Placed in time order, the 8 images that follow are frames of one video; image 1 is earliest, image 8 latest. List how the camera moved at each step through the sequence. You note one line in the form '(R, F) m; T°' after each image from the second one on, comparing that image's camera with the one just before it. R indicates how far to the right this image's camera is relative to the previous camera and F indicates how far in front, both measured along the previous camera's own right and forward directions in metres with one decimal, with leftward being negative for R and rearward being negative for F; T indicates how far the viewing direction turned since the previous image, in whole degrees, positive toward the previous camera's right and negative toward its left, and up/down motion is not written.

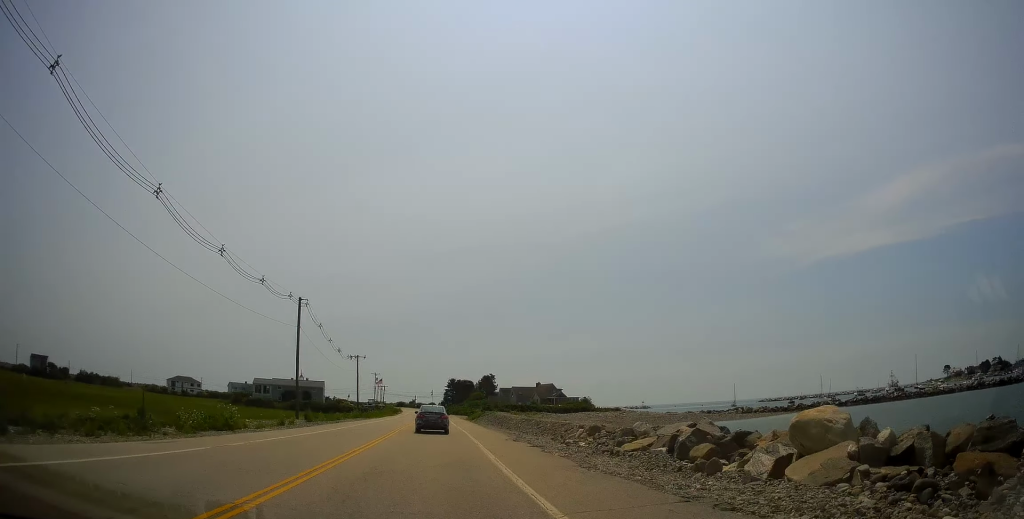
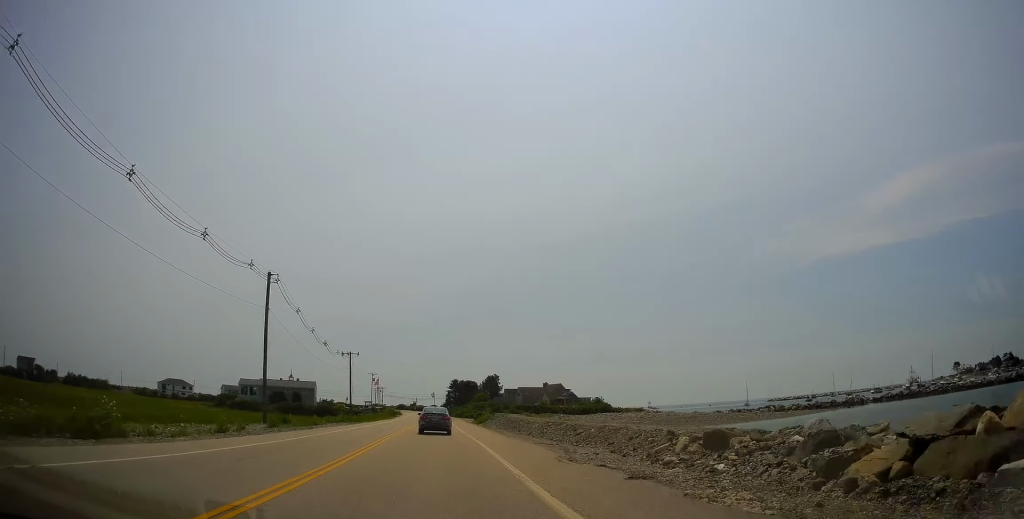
(-0.1, +11.6) m; 0°
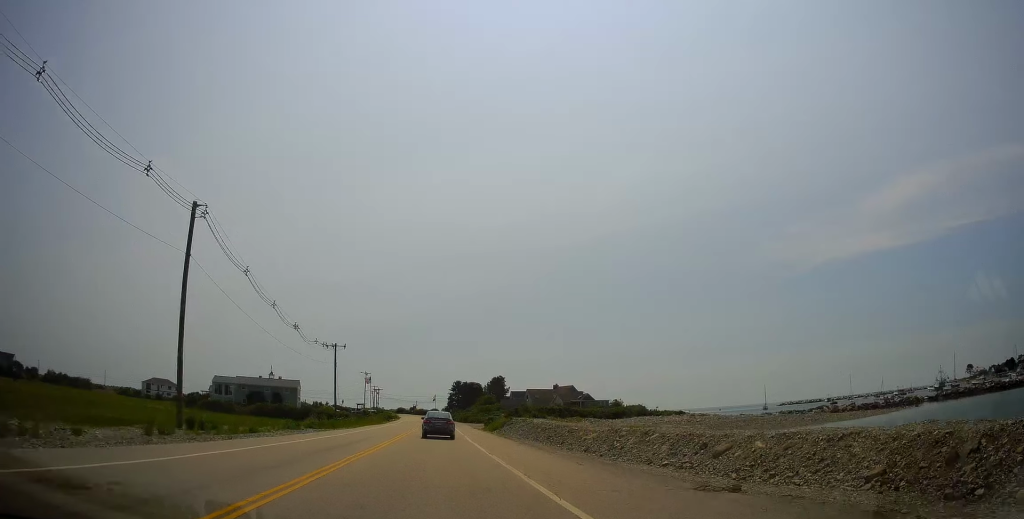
(+0.3, +16.4) m; 0°
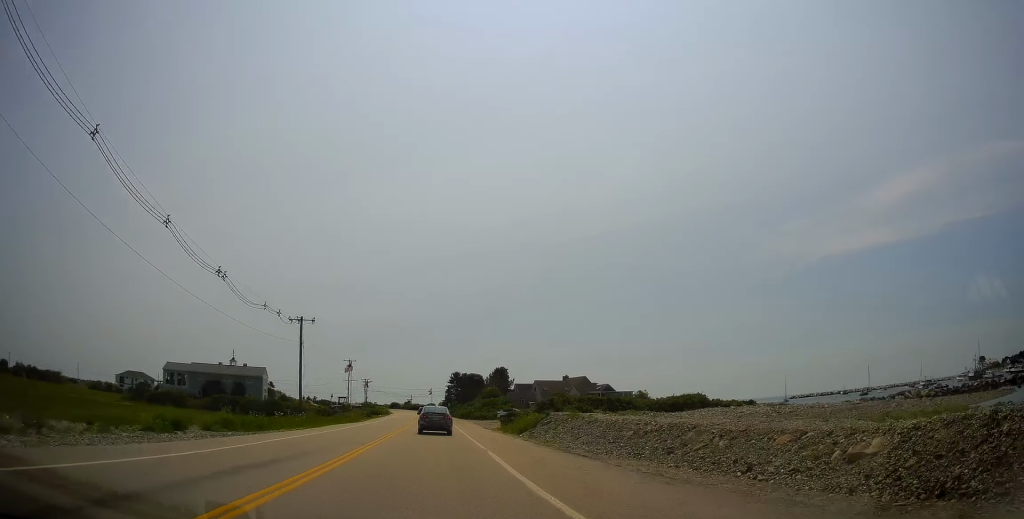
(-0.3, +20.4) m; -2°
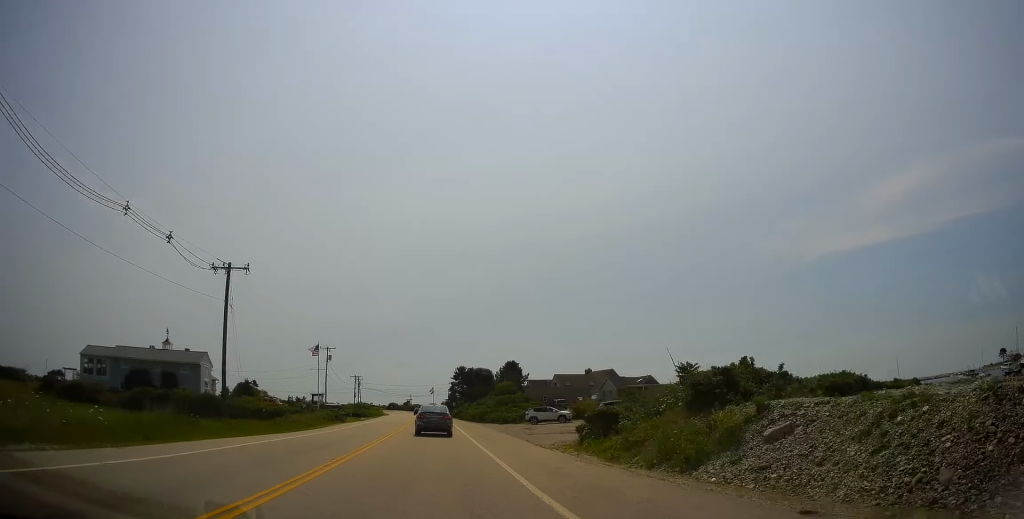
(-0.4, +24.6) m; 0°
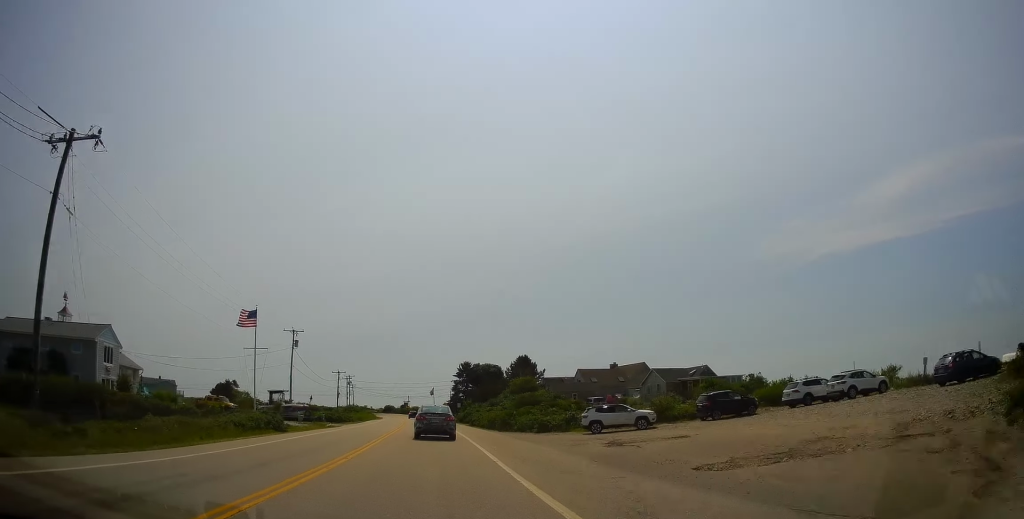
(+0.4, +21.7) m; +1°
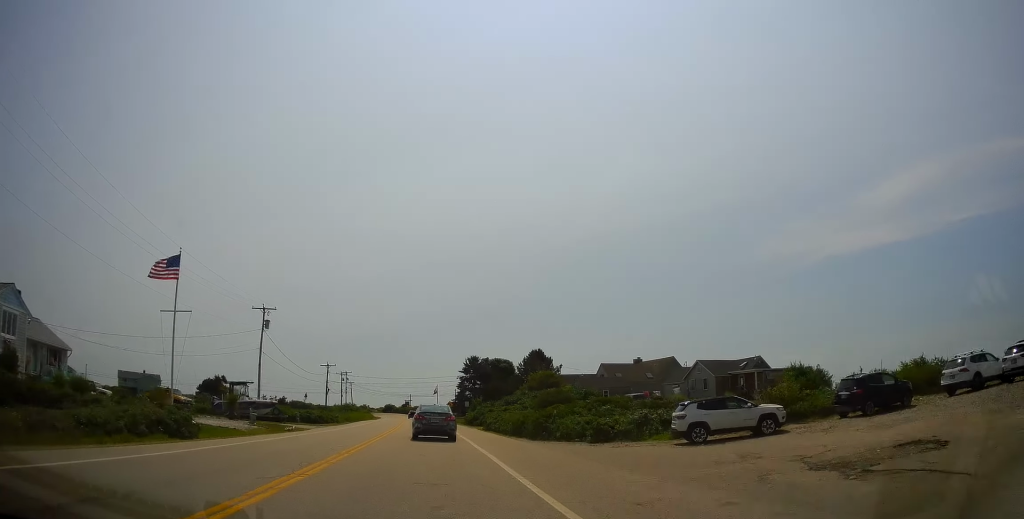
(+0.1, +13.5) m; 0°
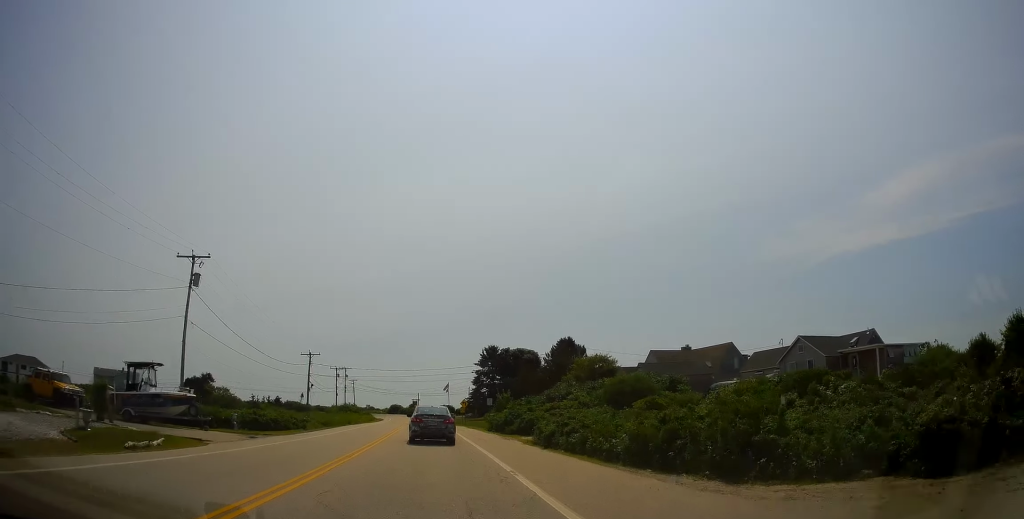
(-0.5, +19.0) m; -2°
